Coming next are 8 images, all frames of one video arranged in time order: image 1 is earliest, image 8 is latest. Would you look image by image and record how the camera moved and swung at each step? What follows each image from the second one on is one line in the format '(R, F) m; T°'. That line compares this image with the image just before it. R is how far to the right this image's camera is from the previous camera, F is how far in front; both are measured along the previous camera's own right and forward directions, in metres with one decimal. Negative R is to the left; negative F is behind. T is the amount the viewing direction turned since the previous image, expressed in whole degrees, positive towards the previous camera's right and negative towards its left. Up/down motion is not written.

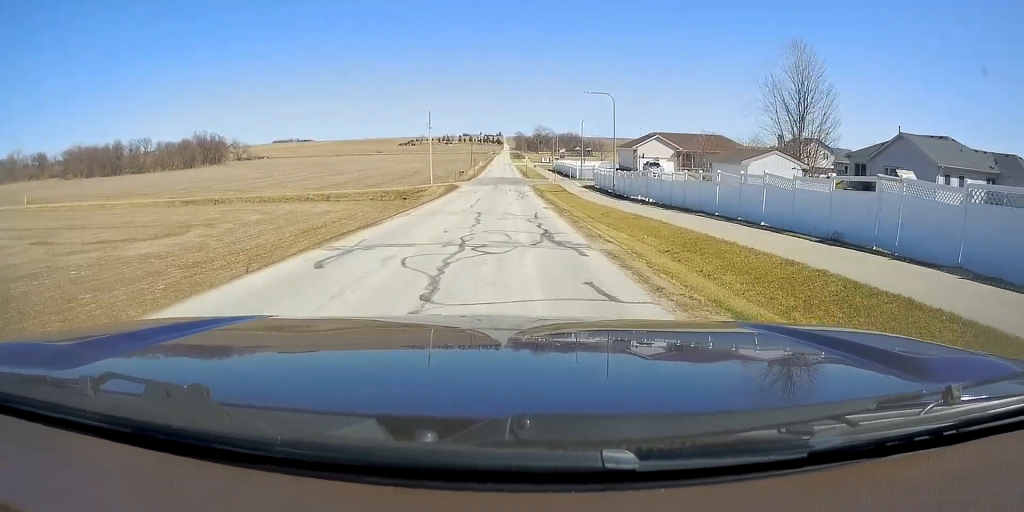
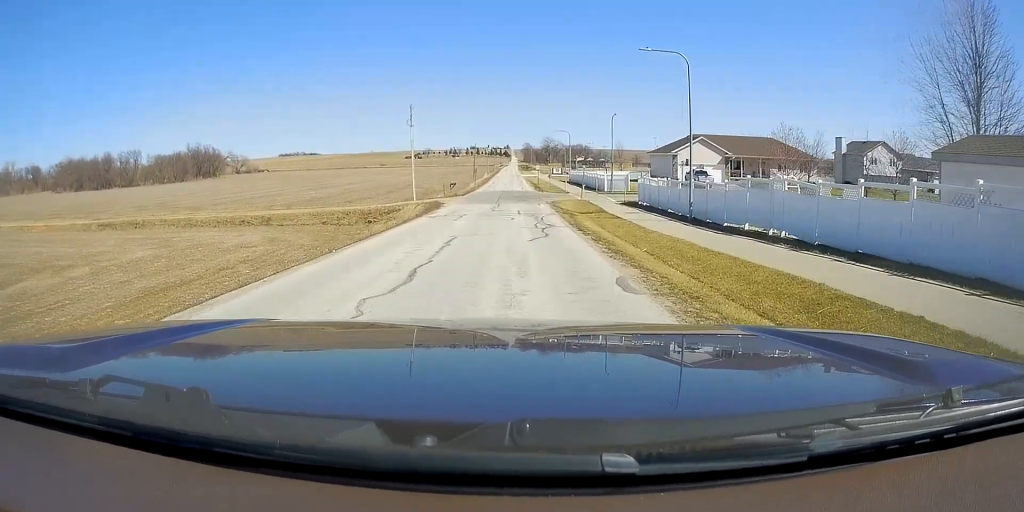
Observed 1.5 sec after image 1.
(0.0, +18.6) m; 0°
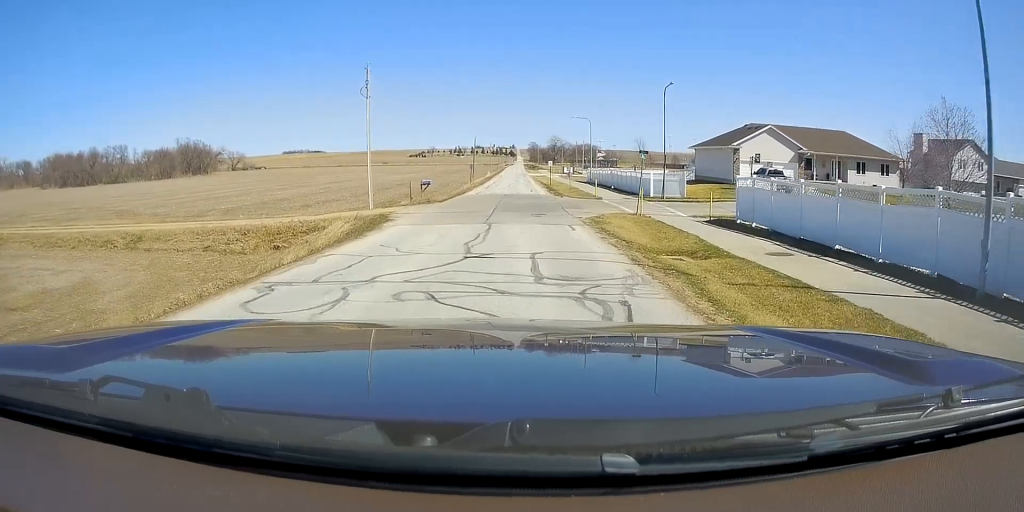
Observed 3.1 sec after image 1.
(0.0, +19.3) m; 0°
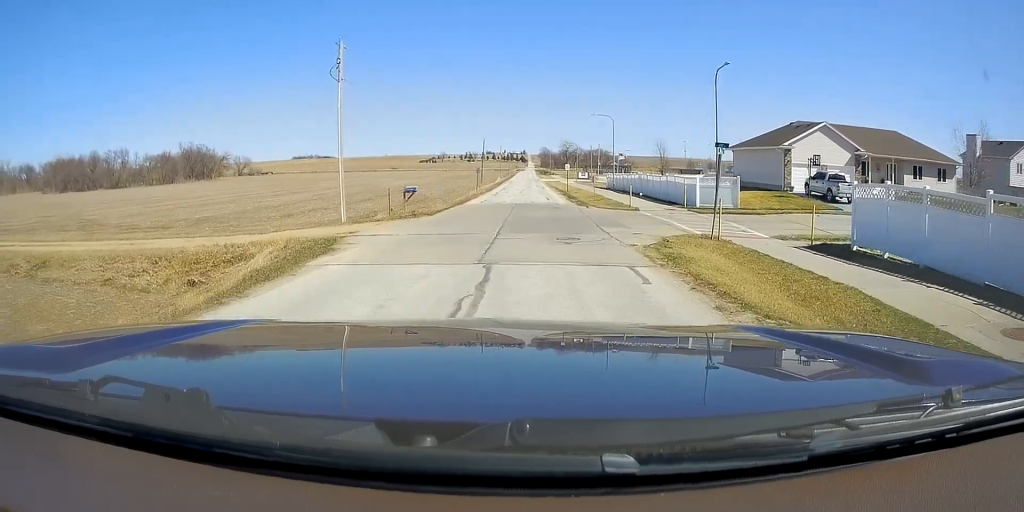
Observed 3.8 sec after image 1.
(0.0, +8.8) m; 0°
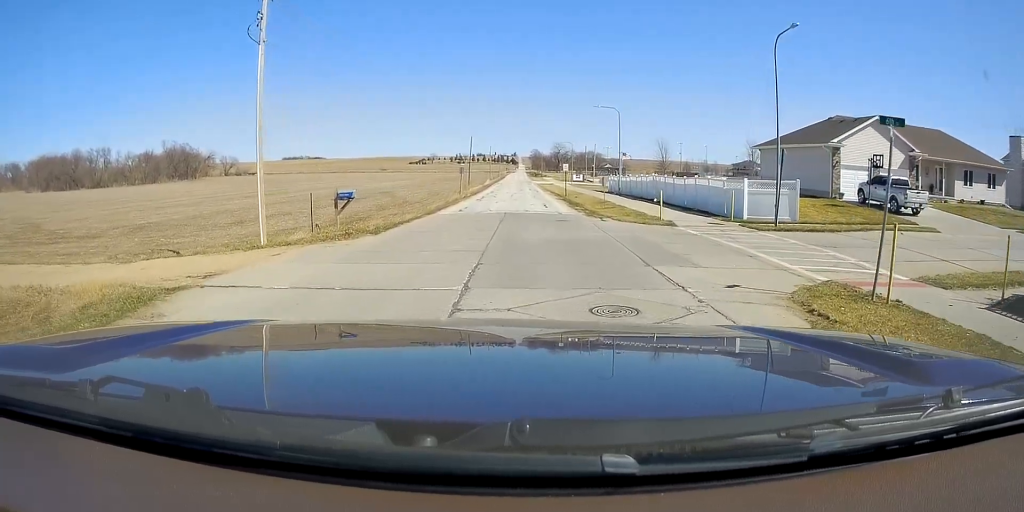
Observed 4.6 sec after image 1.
(0.0, +8.9) m; 0°
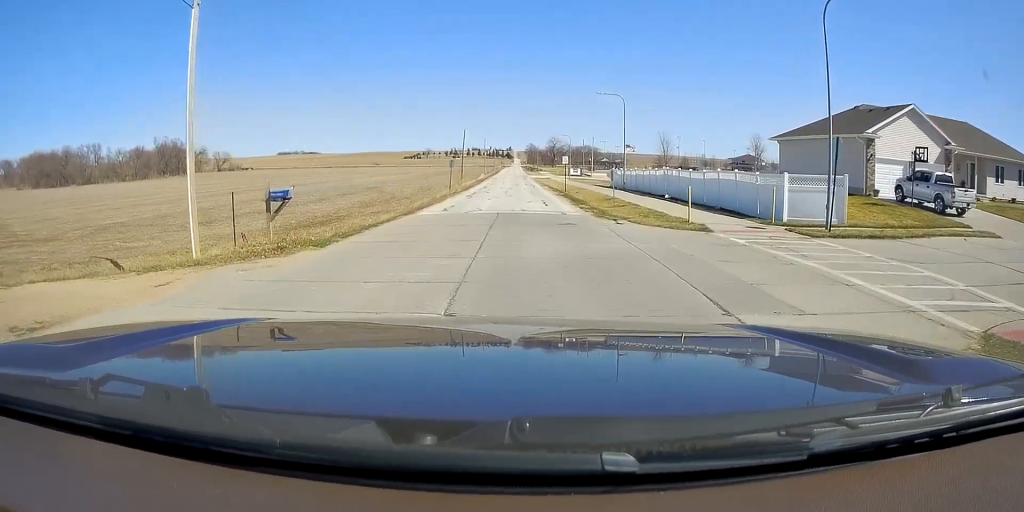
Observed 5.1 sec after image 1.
(0.0, +4.6) m; 0°
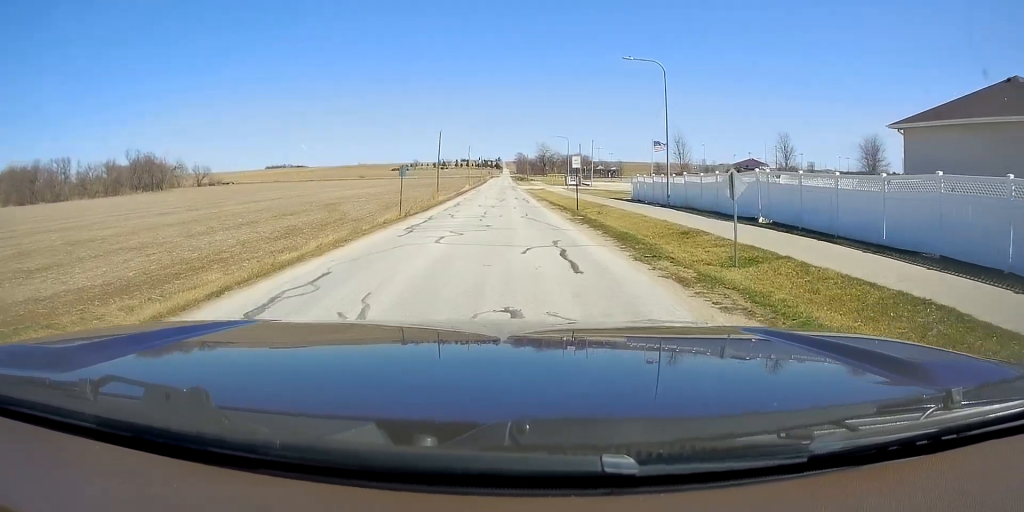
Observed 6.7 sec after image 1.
(0.0, +17.3) m; 0°
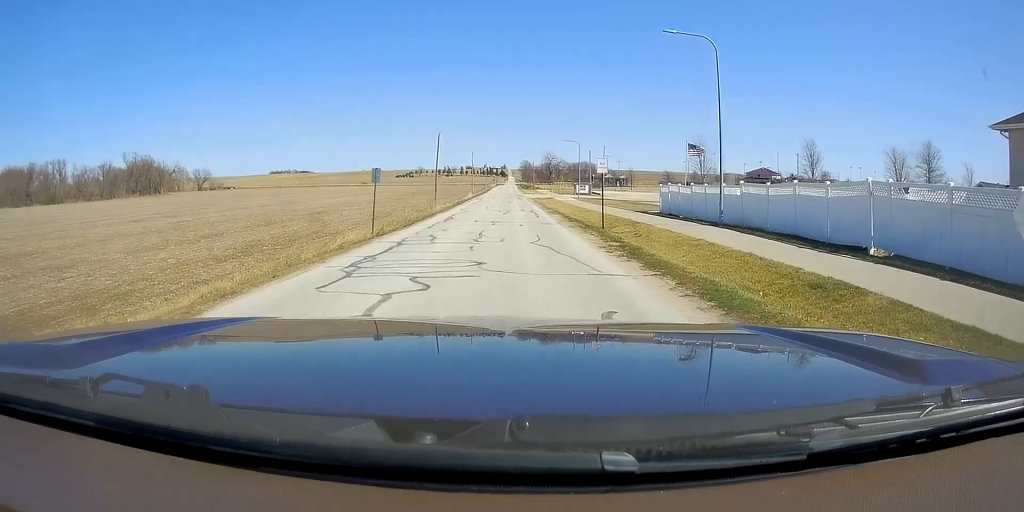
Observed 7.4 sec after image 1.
(0.0, +7.5) m; 0°
